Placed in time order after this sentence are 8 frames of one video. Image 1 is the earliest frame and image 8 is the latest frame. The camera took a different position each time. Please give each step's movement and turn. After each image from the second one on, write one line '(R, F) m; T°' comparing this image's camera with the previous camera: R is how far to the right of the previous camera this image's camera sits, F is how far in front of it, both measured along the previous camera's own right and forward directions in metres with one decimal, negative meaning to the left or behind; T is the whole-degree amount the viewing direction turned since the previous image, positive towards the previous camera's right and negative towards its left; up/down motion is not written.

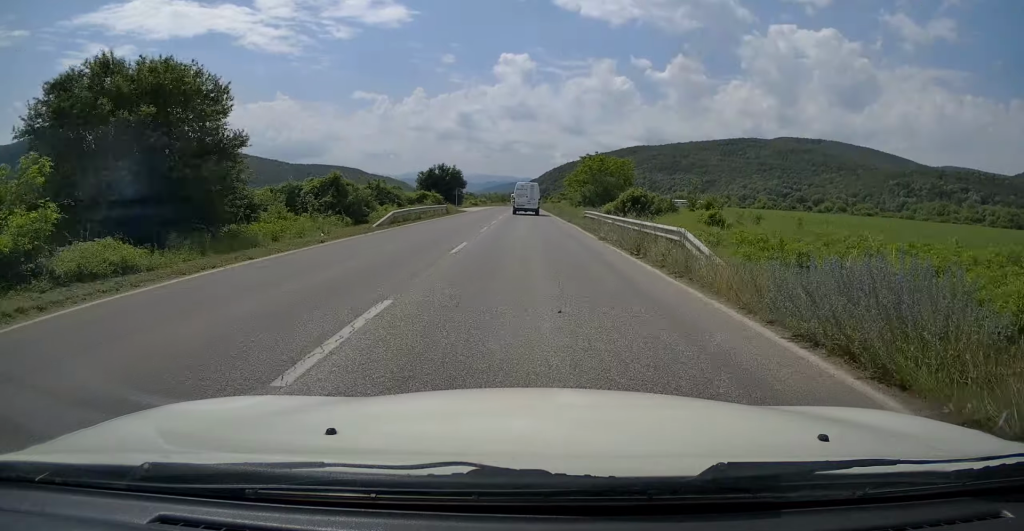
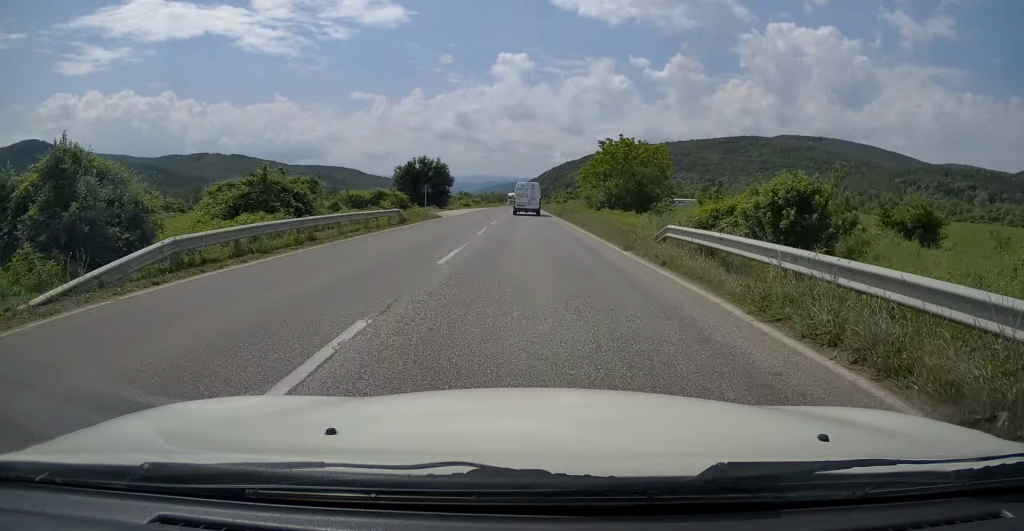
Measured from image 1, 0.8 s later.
(-0.1, +19.1) m; 0°
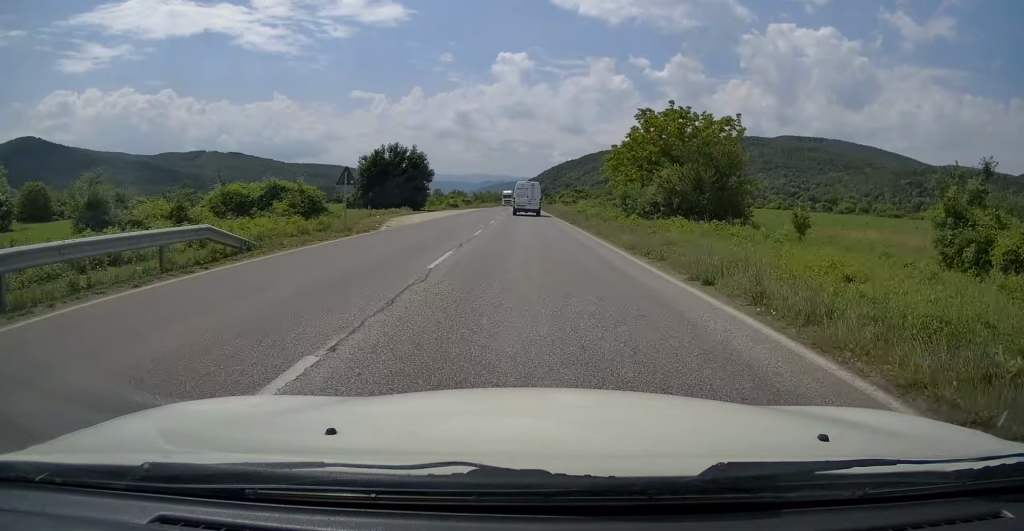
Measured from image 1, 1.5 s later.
(0.0, +19.0) m; 0°
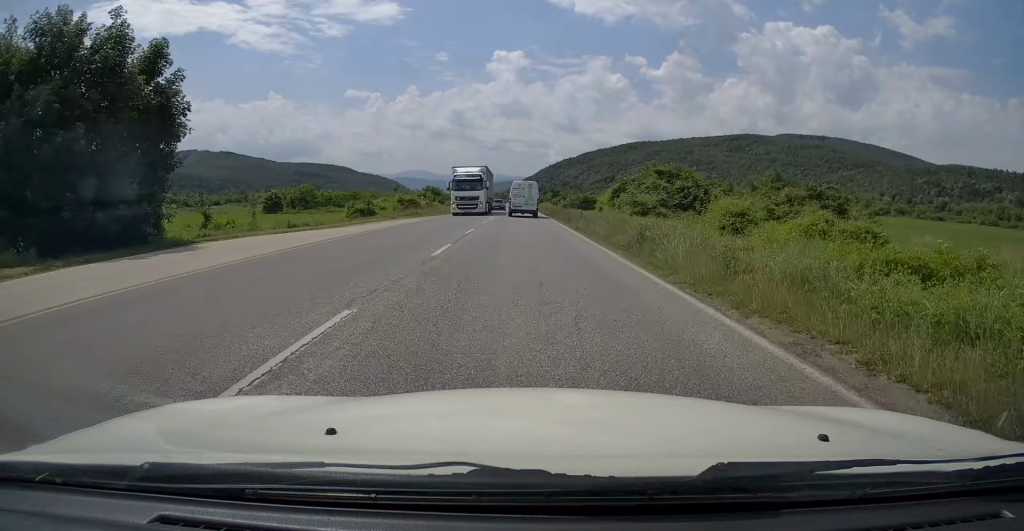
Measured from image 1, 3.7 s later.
(+0.2, +52.9) m; 0°
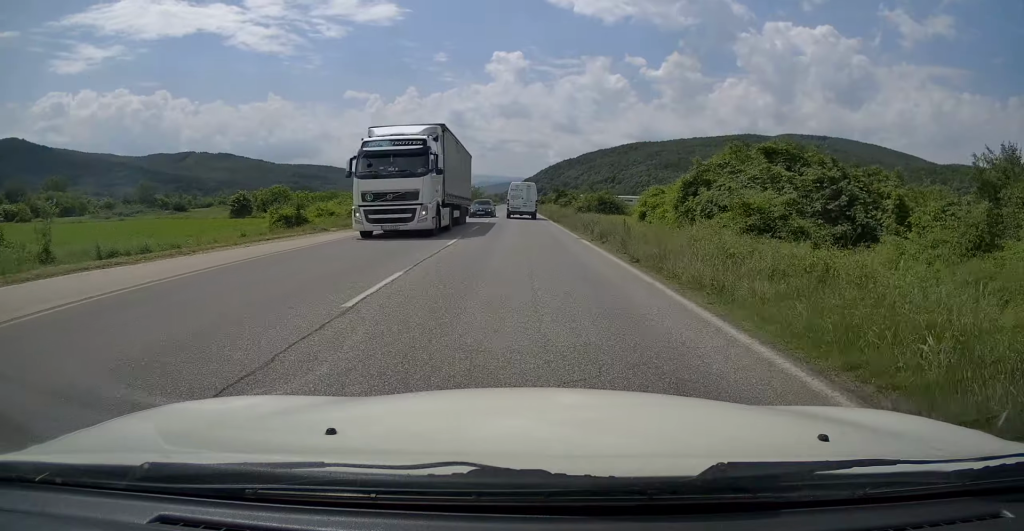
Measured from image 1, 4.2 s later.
(0.0, +14.2) m; 0°
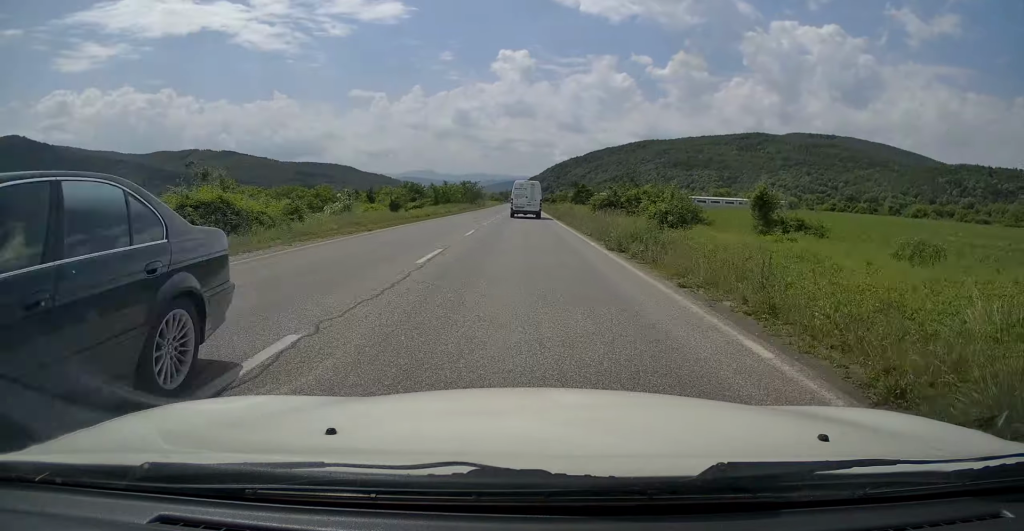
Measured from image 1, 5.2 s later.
(0.0, +23.2) m; 0°
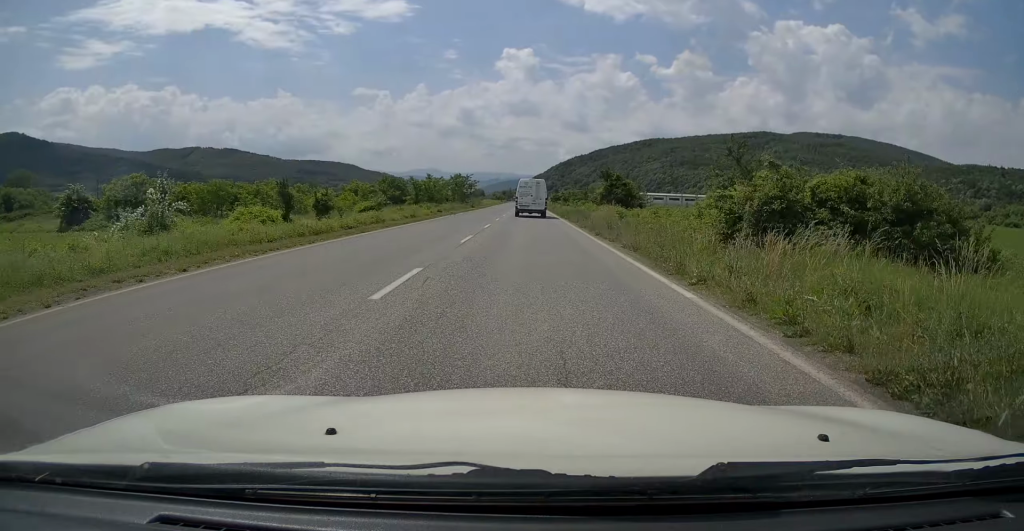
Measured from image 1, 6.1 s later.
(0.0, +22.4) m; 0°
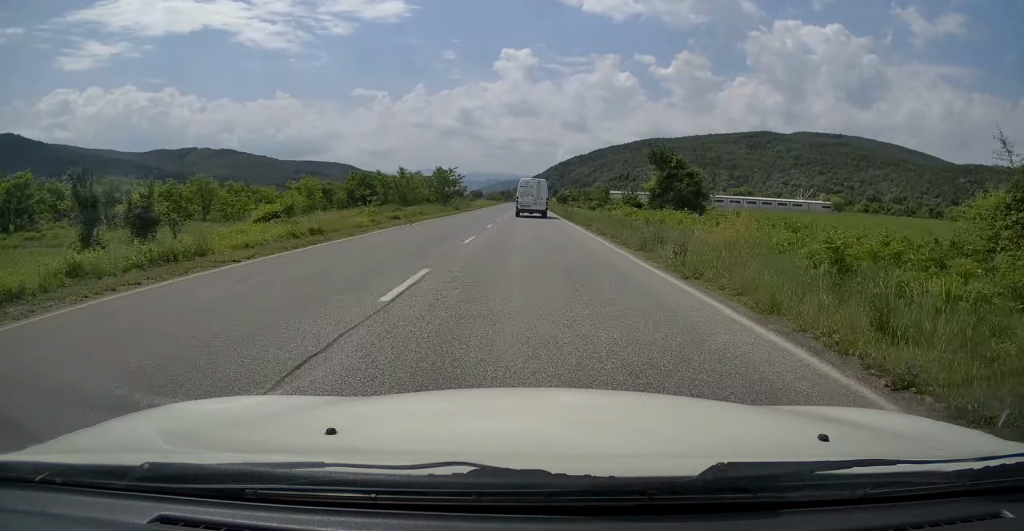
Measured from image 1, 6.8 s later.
(0.0, +18.1) m; 0°
